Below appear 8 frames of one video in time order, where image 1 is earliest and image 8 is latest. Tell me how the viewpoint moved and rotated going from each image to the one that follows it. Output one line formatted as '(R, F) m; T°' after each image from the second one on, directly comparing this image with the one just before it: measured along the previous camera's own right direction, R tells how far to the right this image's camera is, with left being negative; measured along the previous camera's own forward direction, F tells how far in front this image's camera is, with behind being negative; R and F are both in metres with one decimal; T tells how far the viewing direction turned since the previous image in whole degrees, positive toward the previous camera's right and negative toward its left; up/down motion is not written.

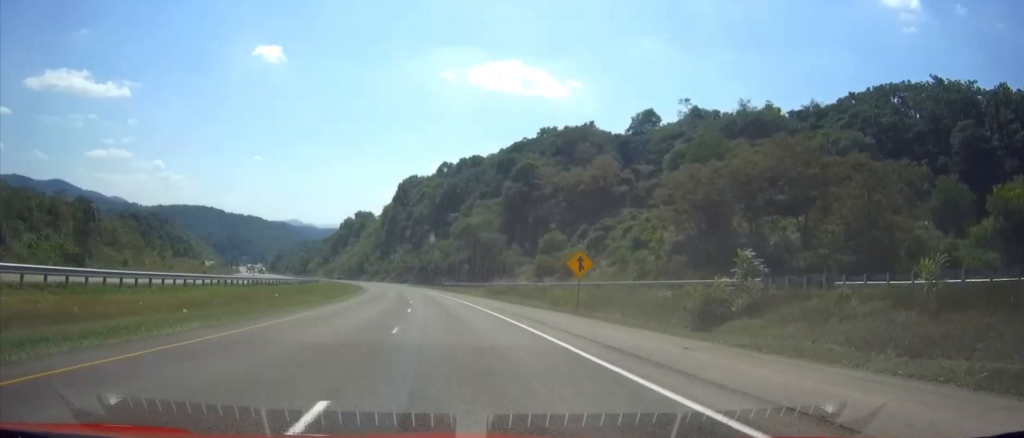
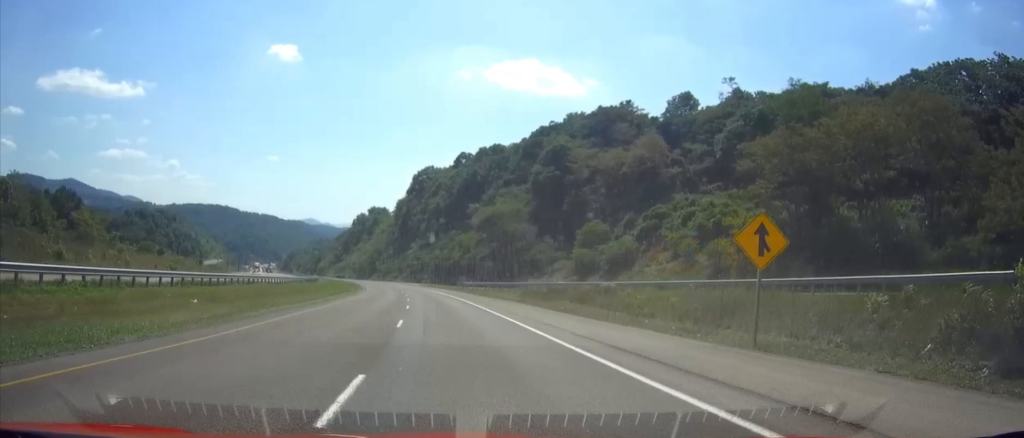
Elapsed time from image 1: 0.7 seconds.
(+0.3, +22.2) m; -4°
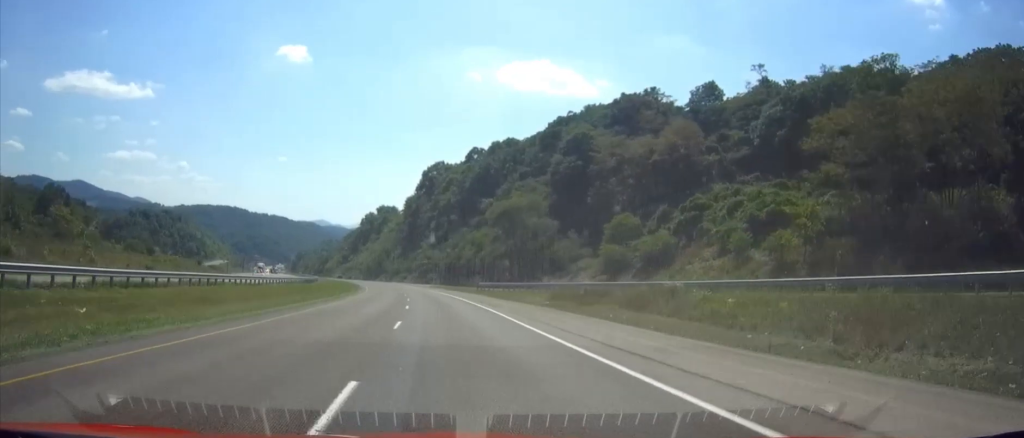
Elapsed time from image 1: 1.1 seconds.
(-1.0, +12.7) m; -3°
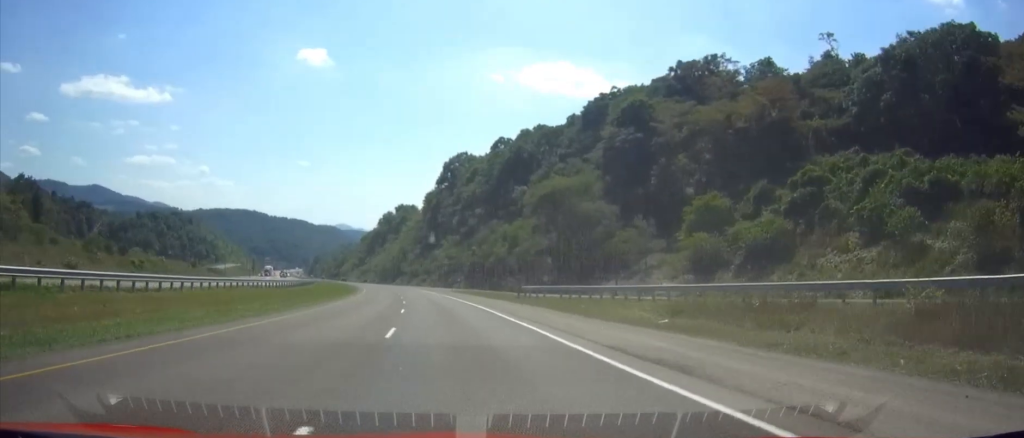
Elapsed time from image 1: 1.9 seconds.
(-1.4, +26.7) m; -4°
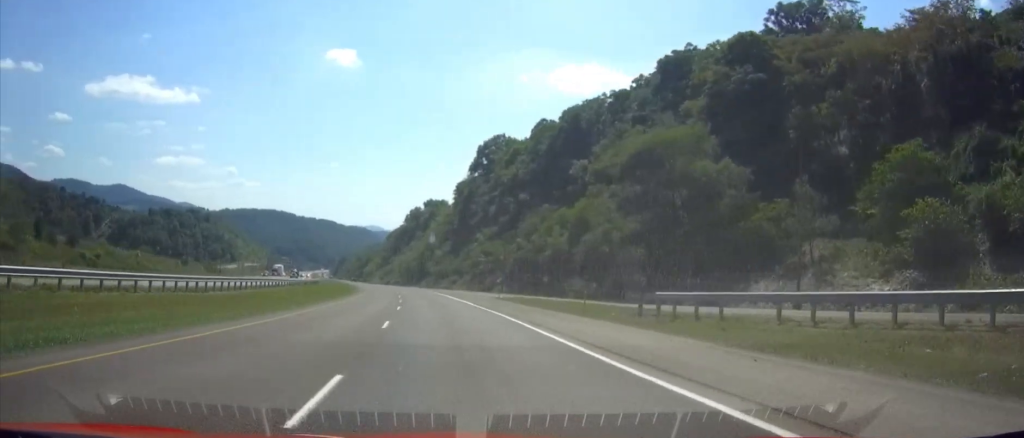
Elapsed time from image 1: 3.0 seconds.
(-0.9, +33.4) m; -3°
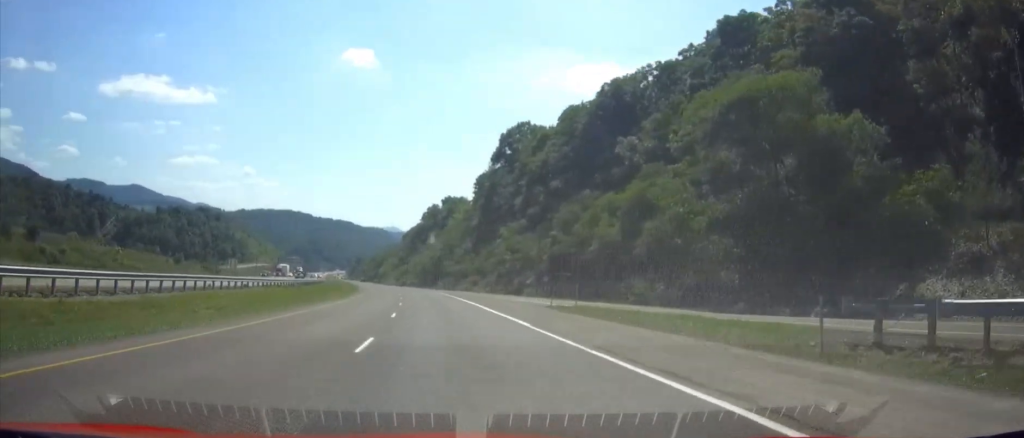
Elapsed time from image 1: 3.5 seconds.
(-0.2, +18.4) m; -2°
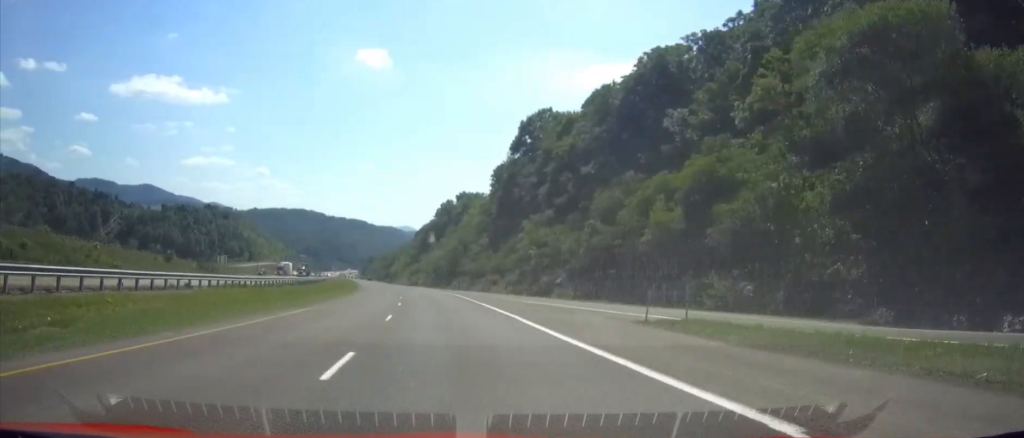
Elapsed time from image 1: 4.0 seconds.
(-0.3, +15.3) m; -1°
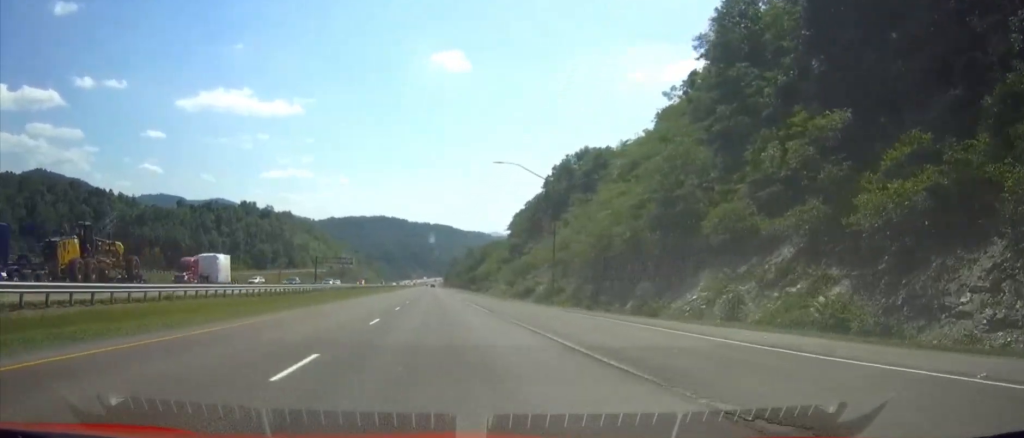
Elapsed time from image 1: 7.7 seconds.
(-9.0, +122.0) m; -8°
